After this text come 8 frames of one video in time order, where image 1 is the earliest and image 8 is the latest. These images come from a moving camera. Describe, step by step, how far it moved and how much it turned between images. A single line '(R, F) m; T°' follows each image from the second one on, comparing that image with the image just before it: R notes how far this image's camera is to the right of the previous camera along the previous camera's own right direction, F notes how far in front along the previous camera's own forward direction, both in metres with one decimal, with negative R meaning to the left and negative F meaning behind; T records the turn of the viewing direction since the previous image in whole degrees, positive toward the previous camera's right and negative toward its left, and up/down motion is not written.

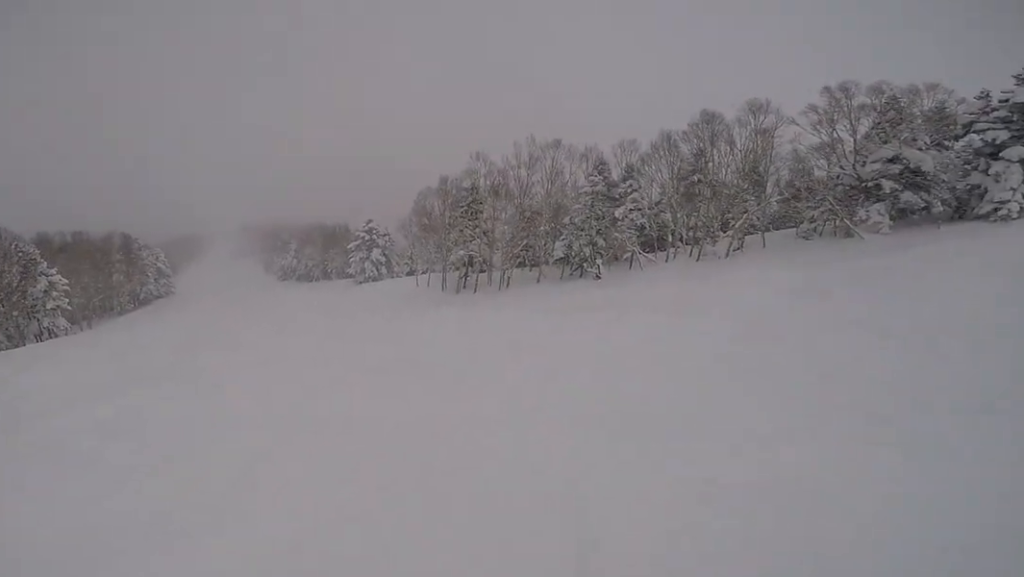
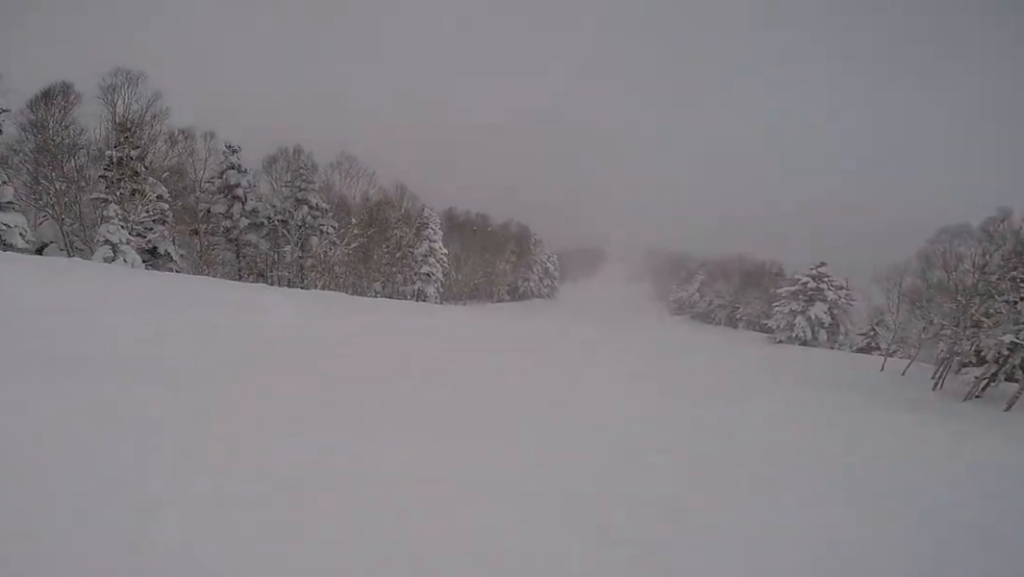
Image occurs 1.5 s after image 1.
(-2.2, +7.4) m; -26°
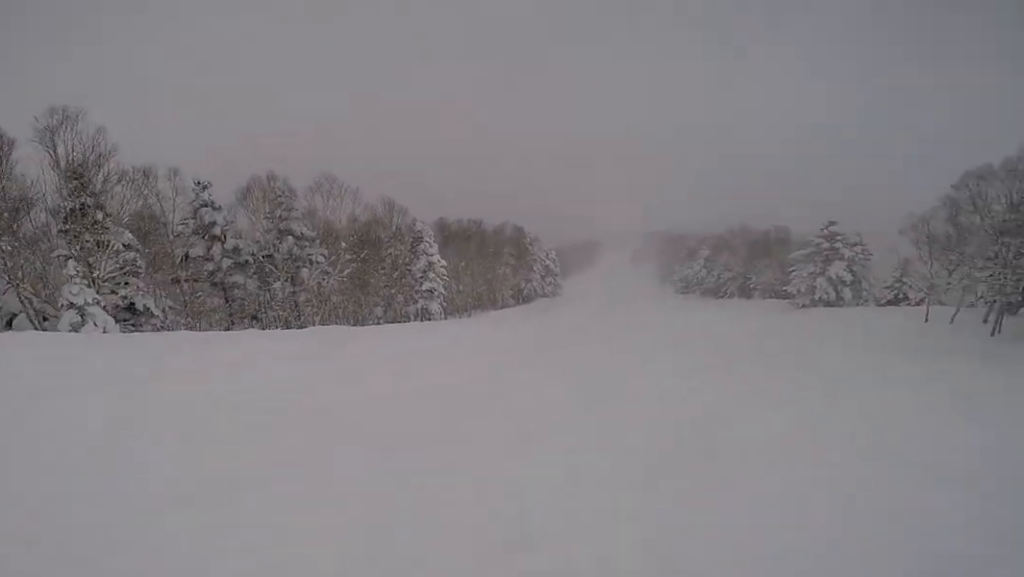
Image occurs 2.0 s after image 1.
(0.0, +2.4) m; +7°
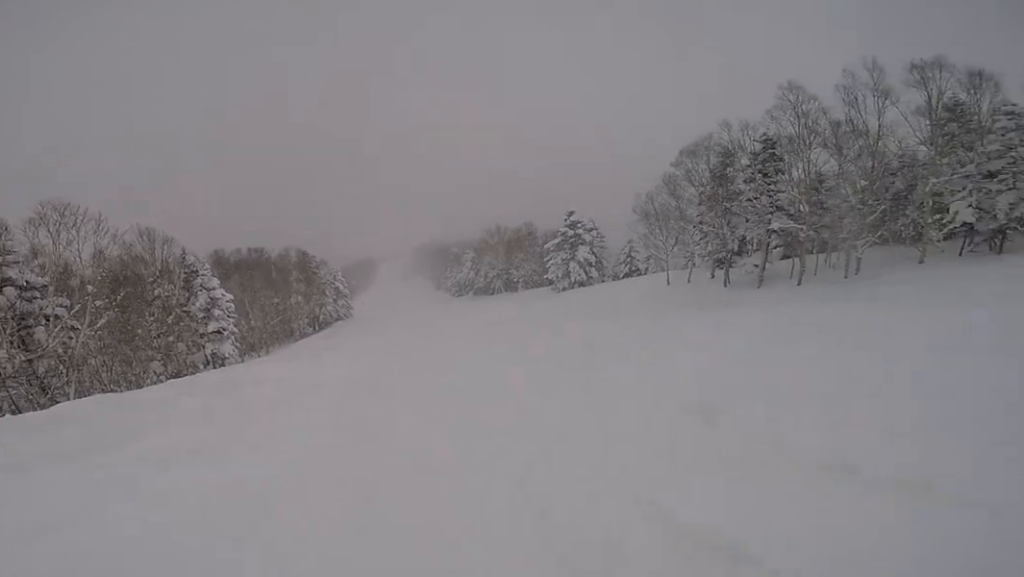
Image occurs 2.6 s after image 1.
(-0.1, +3.3) m; +10°
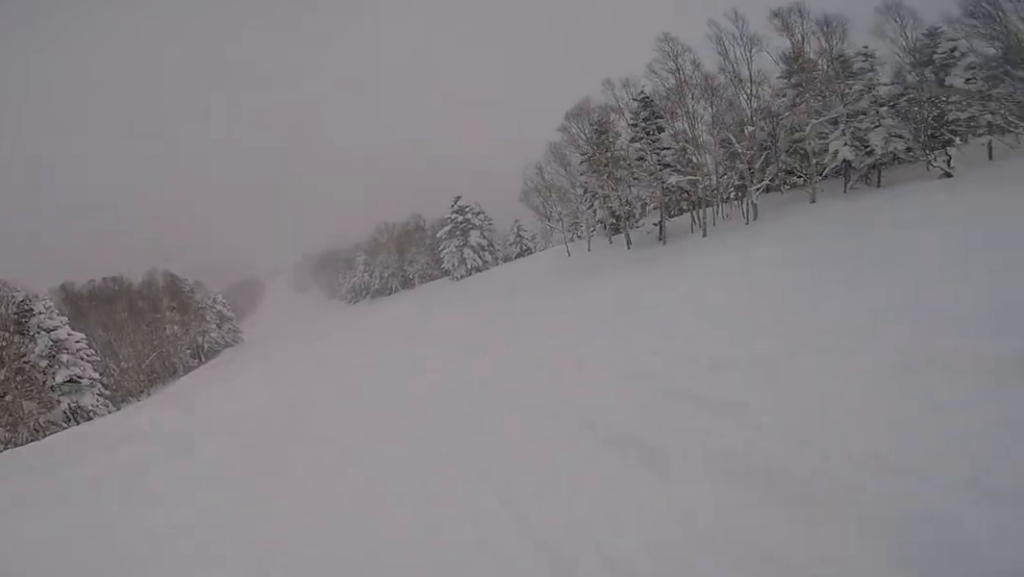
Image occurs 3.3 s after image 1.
(+0.9, +3.7) m; +9°
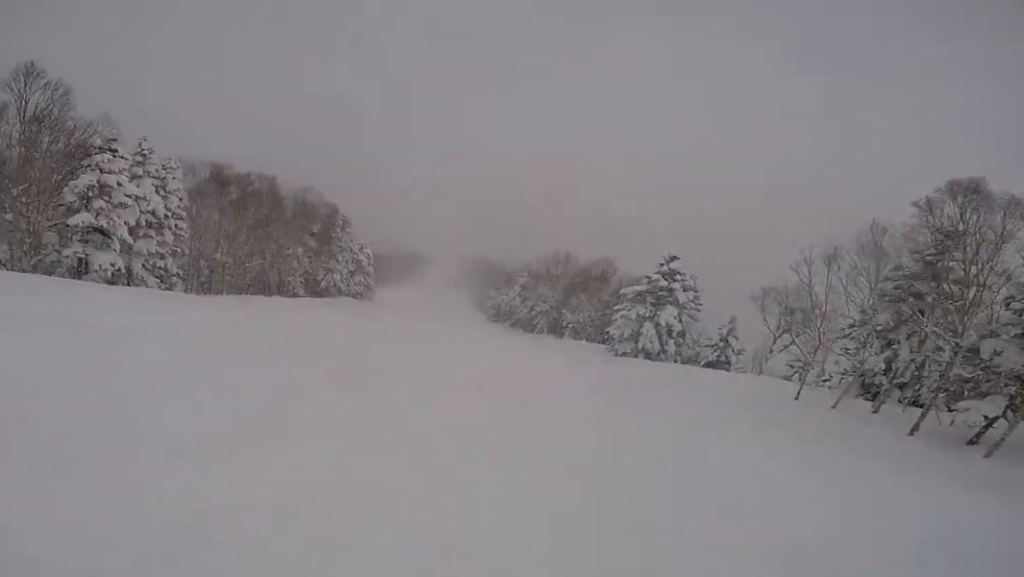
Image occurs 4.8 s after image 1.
(-0.5, +8.8) m; -17°
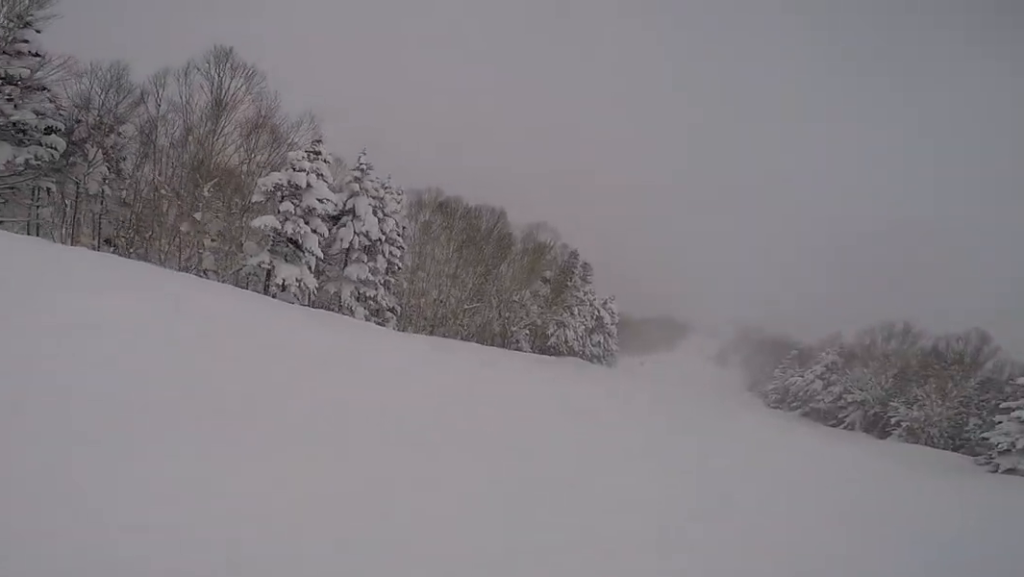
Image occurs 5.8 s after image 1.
(-1.1, +6.3) m; -6°
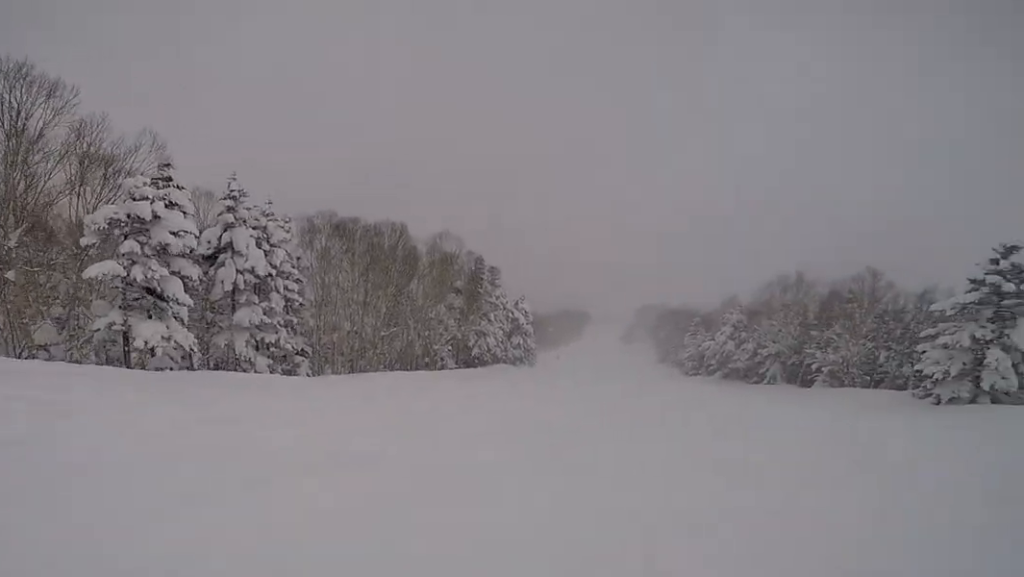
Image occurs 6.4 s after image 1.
(-0.2, +3.7) m; +7°
